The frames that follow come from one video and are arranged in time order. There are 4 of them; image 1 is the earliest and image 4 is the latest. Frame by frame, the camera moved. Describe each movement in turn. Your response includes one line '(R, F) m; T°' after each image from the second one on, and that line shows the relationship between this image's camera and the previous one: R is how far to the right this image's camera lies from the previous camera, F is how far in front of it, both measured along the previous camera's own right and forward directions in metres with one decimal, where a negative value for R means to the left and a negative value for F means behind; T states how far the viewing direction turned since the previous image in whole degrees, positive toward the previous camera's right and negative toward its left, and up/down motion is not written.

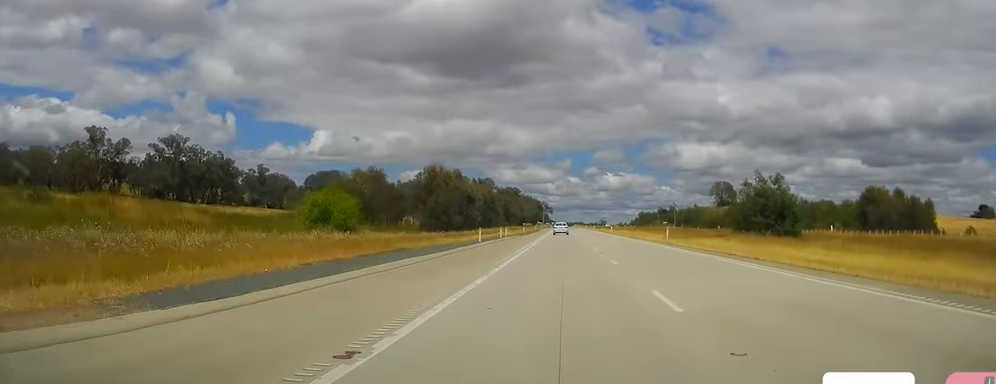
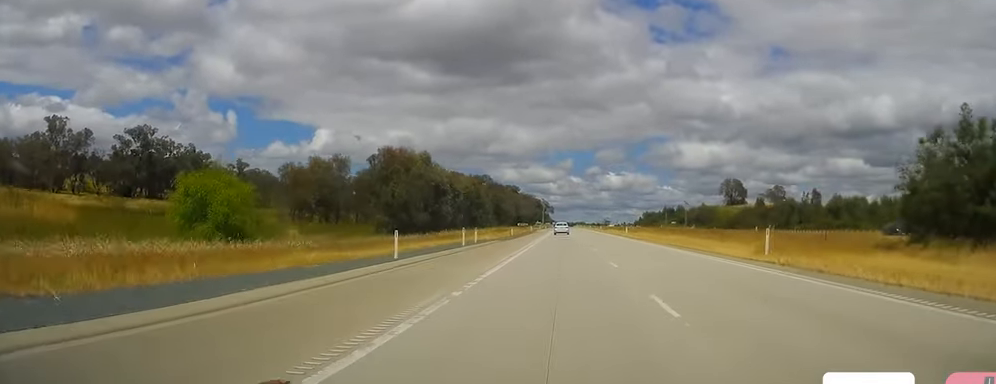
(+0.2, +26.3) m; -1°
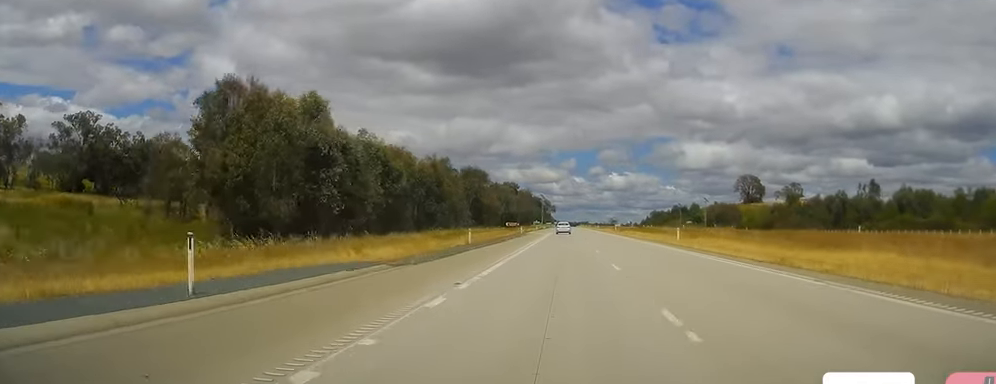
(-0.7, +38.8) m; -1°
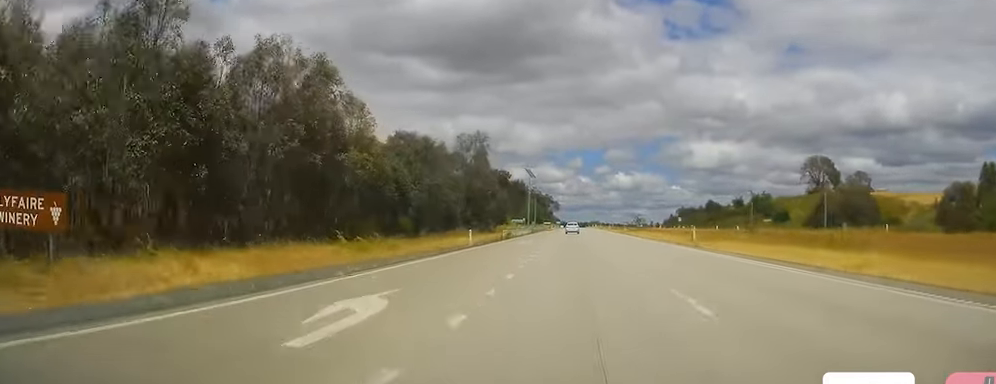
(+2.0, +120.7) m; 0°
